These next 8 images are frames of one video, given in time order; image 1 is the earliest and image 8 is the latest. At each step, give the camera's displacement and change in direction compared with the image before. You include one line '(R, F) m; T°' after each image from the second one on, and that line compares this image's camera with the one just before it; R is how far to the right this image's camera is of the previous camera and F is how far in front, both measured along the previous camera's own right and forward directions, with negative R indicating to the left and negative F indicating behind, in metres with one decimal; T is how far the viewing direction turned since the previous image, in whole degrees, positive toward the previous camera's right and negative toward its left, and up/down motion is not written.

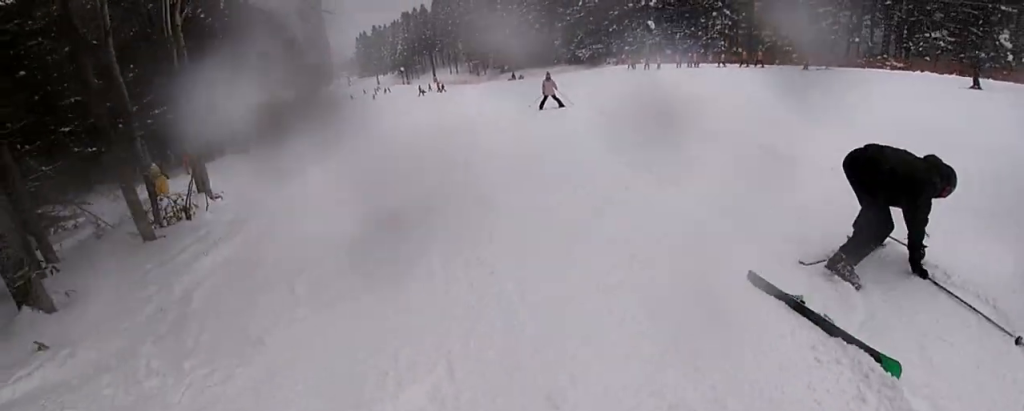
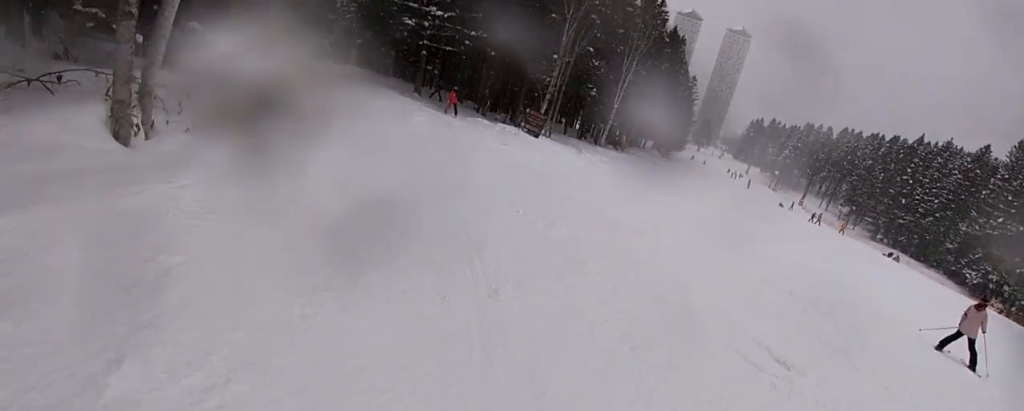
(-0.8, +11.3) m; -15°
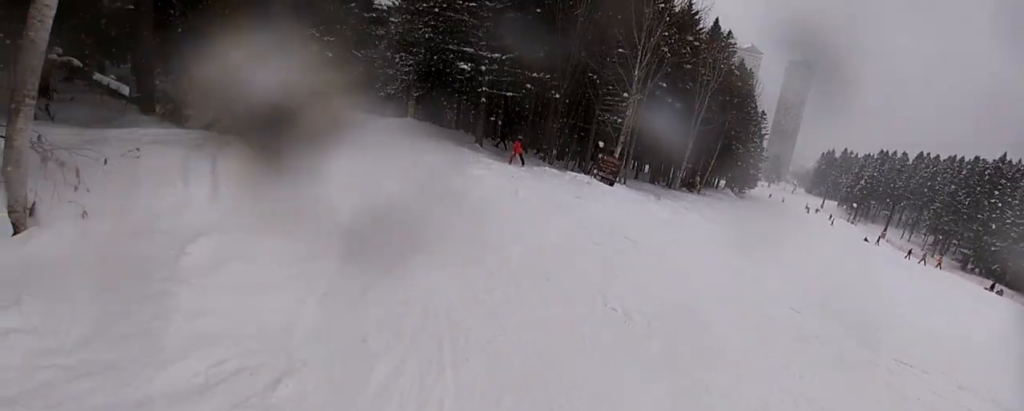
(0.0, +3.1) m; -4°
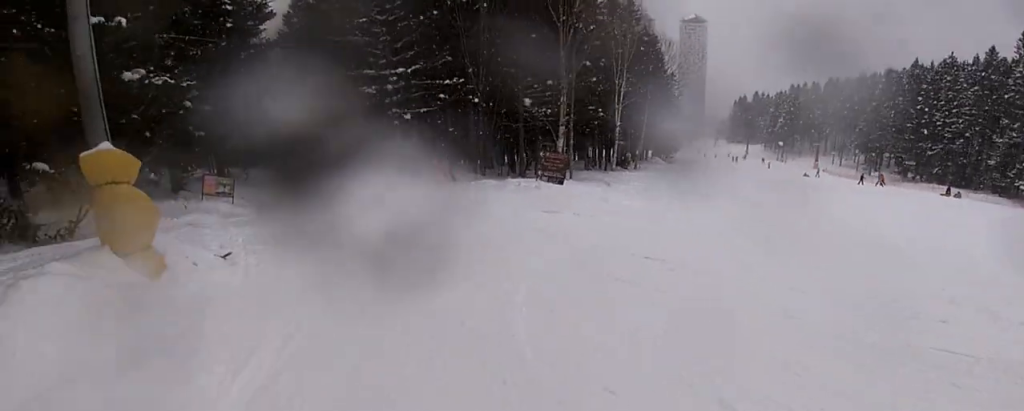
(-0.4, +2.9) m; -2°
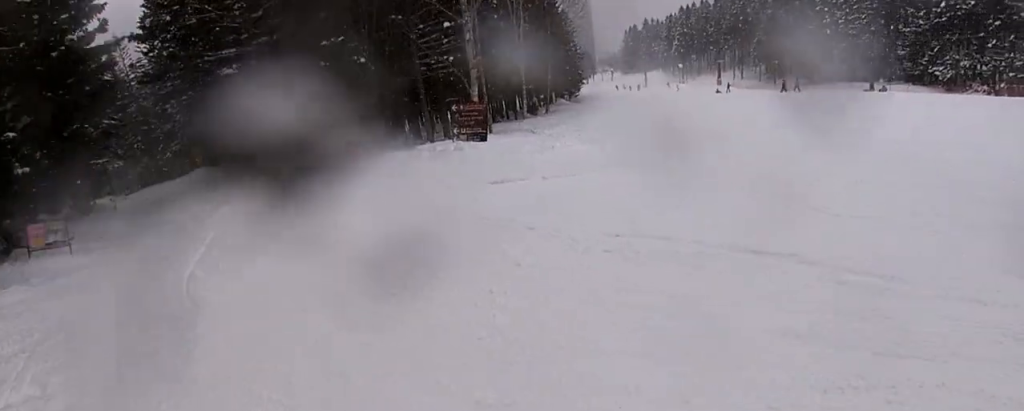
(0.0, +3.4) m; -1°
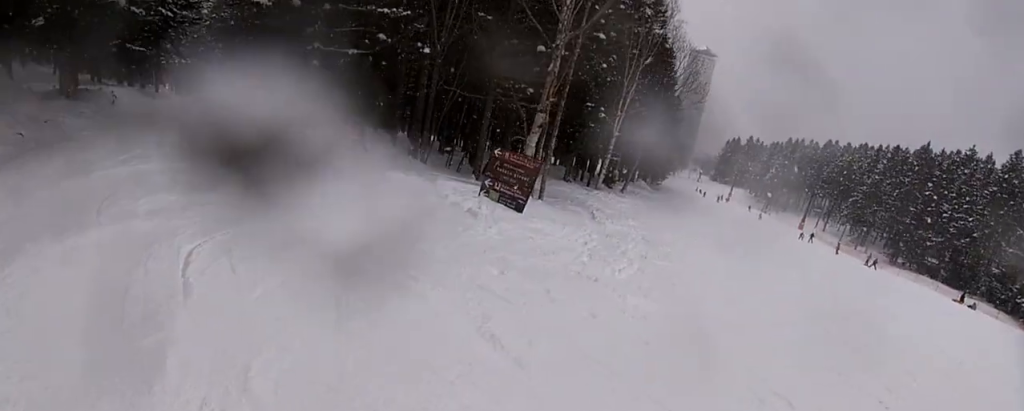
(+0.1, +5.0) m; -5°
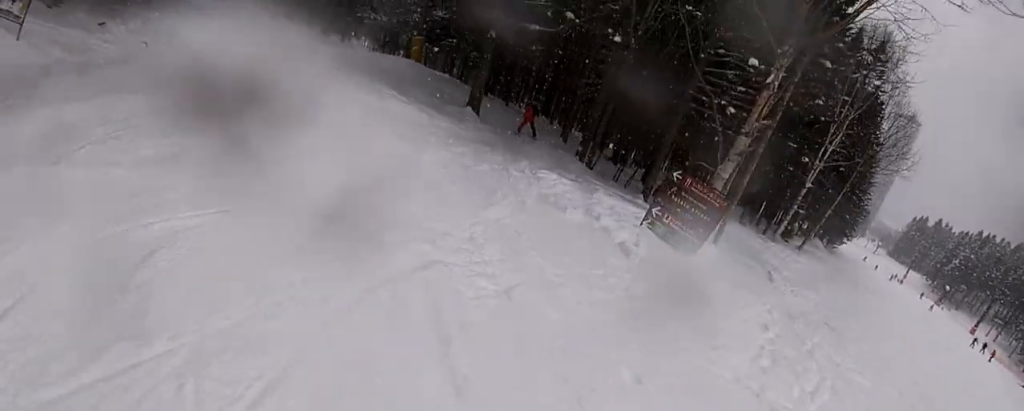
(-0.1, +2.9) m; -10°
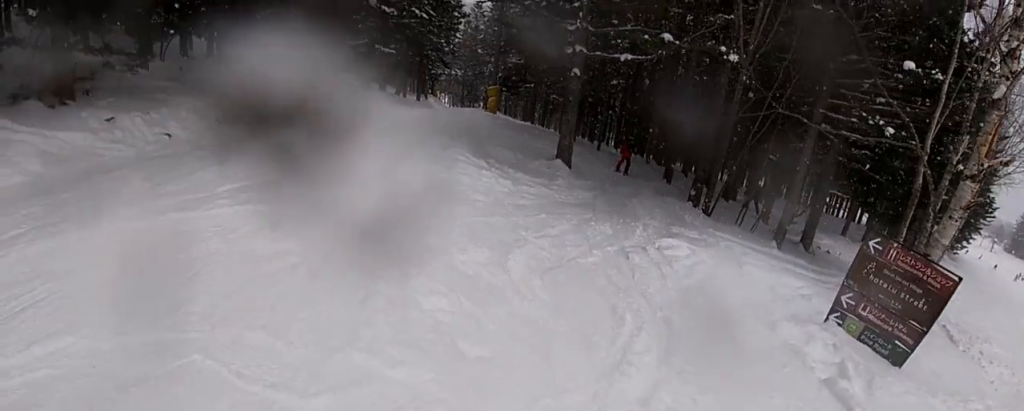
(-0.3, +3.4) m; -23°
